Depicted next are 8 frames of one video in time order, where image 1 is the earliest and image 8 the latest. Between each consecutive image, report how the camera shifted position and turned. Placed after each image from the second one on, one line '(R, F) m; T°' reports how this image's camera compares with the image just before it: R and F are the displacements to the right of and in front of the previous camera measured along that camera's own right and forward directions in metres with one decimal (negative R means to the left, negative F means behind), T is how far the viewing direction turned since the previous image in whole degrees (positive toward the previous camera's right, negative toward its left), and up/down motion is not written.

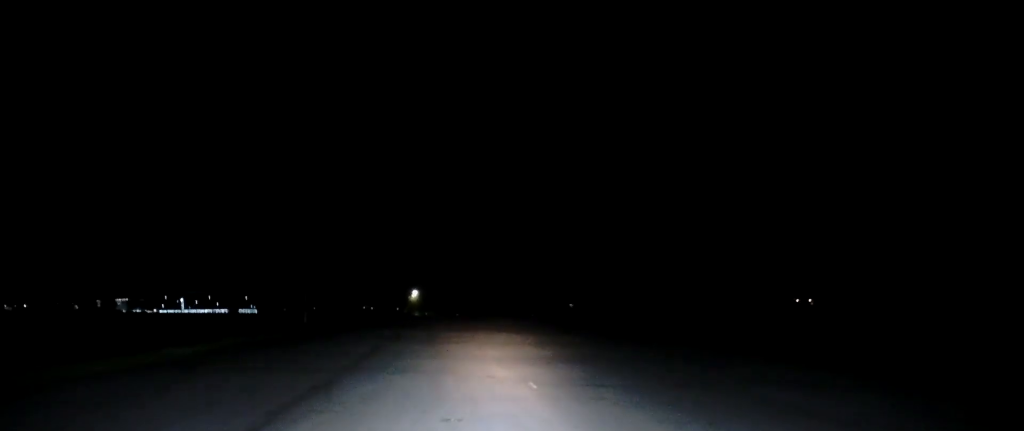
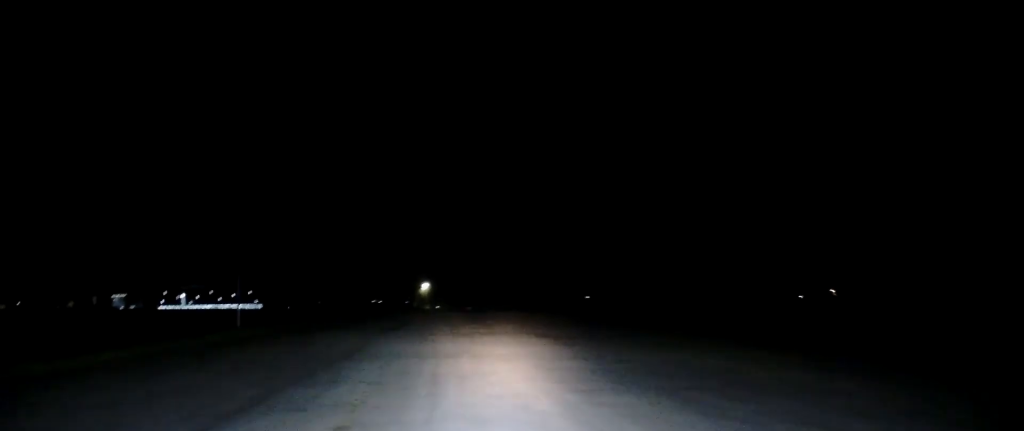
(-0.1, +17.6) m; 0°
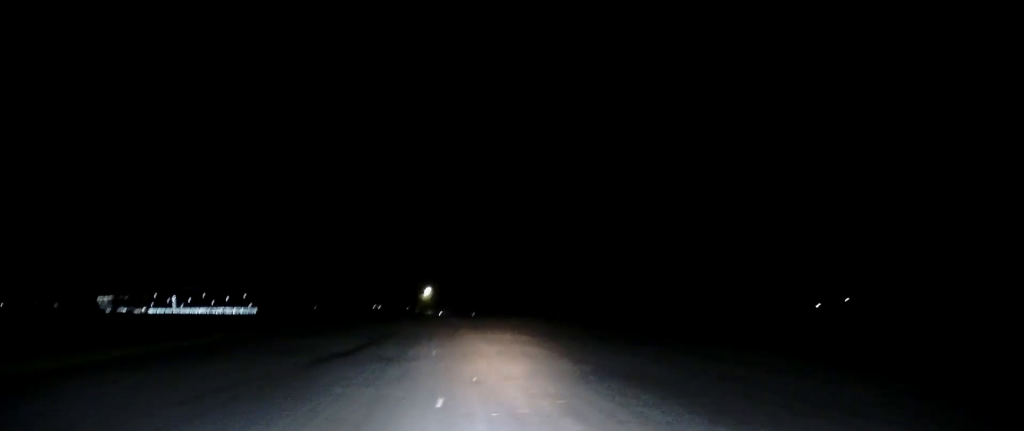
(-0.1, +18.7) m; -1°
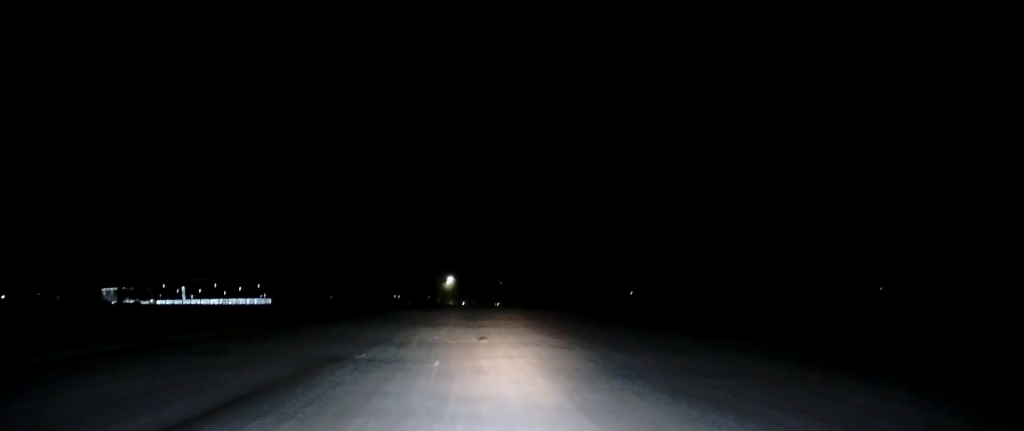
(0.0, +16.4) m; -1°
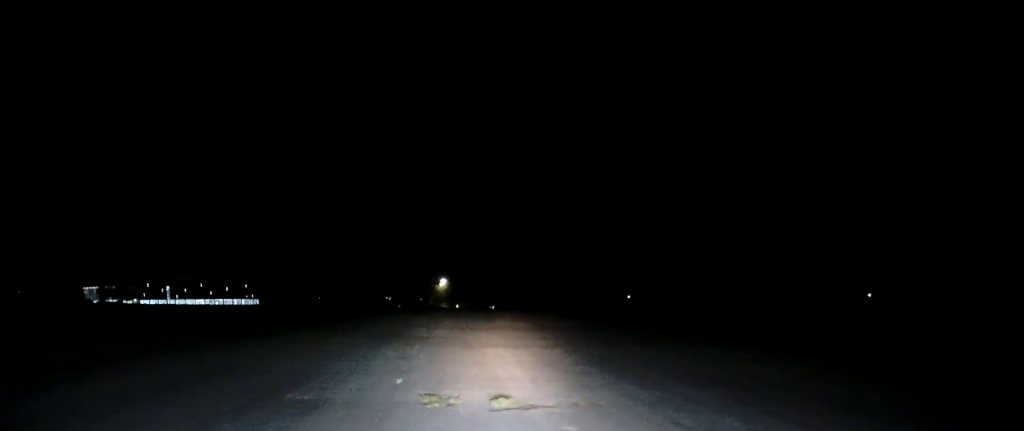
(-0.2, +12.3) m; -1°
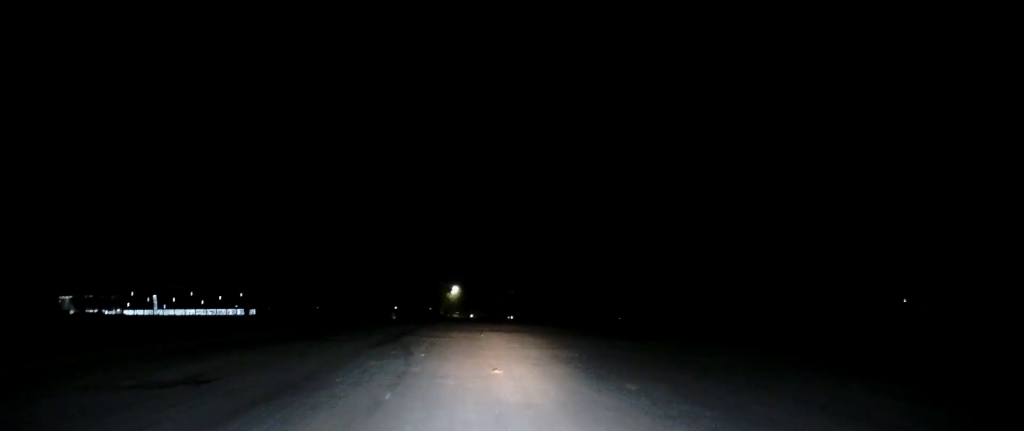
(-0.3, +31.7) m; -1°
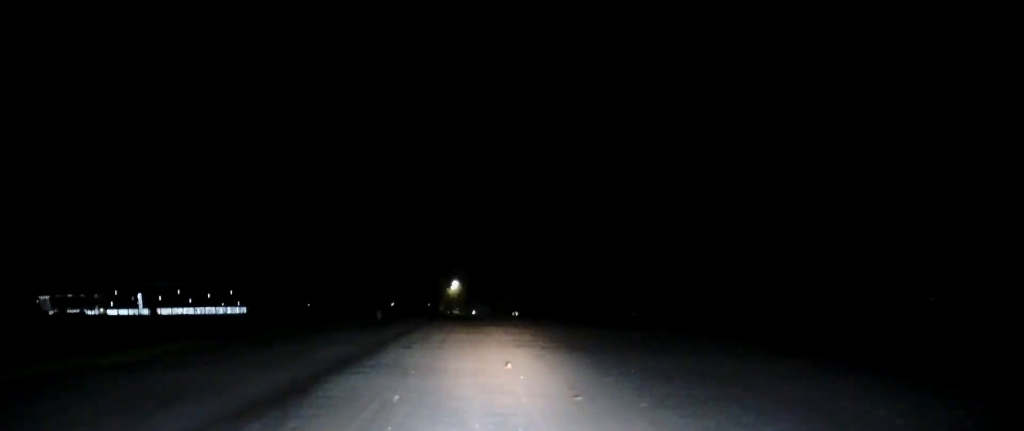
(-0.2, +16.6) m; 0°
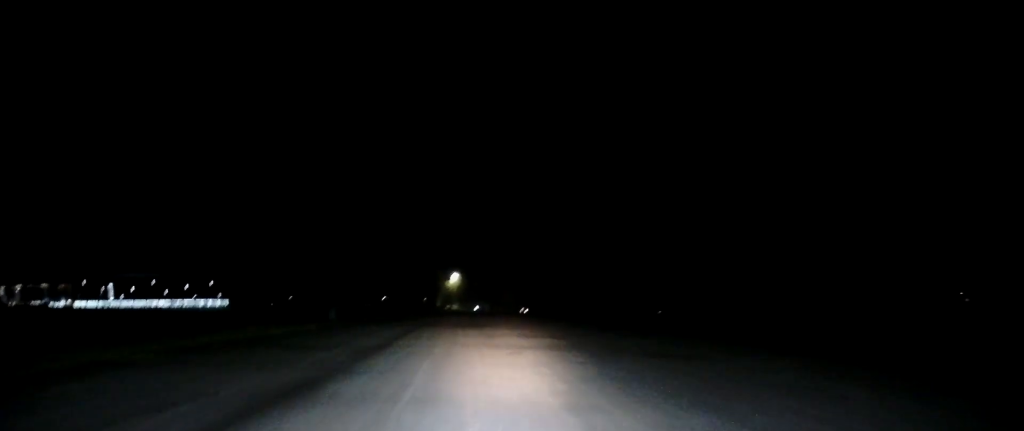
(+0.1, +27.7) m; +1°
